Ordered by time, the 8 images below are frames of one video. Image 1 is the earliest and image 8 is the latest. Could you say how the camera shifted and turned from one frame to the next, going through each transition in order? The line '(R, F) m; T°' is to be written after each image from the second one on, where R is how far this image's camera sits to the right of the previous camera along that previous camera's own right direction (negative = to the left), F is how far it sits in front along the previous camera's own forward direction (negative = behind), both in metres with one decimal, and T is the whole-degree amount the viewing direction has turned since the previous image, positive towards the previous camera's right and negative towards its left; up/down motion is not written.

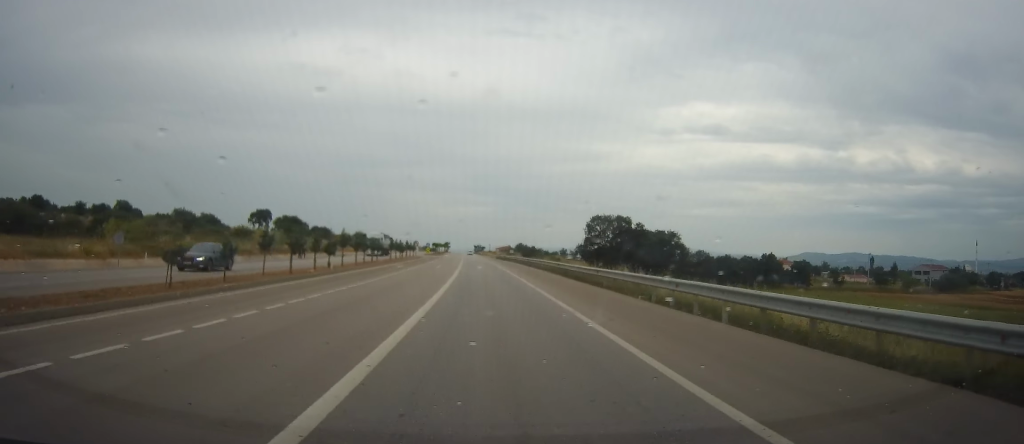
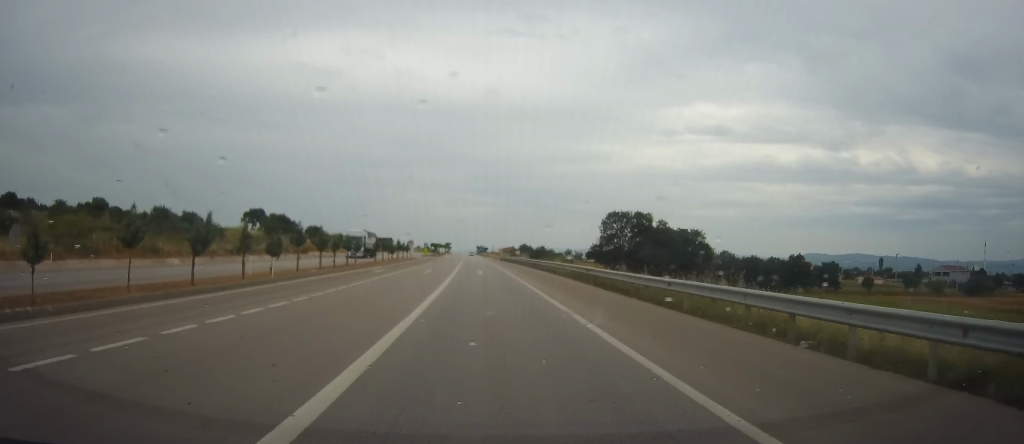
(+0.2, +12.0) m; 0°
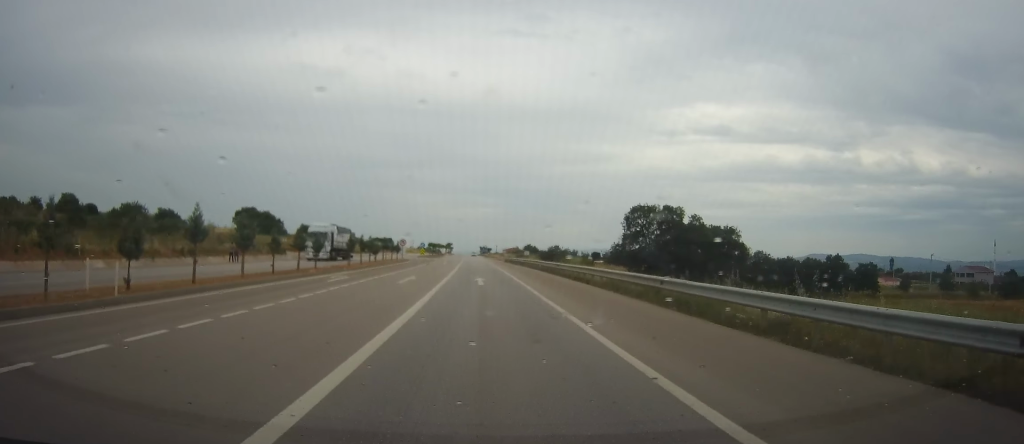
(-0.2, +13.4) m; -1°
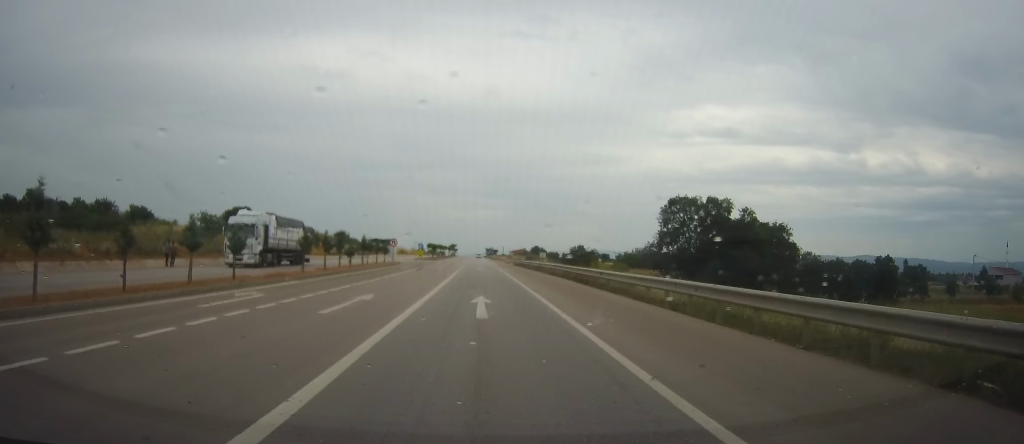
(-0.1, +14.3) m; 0°
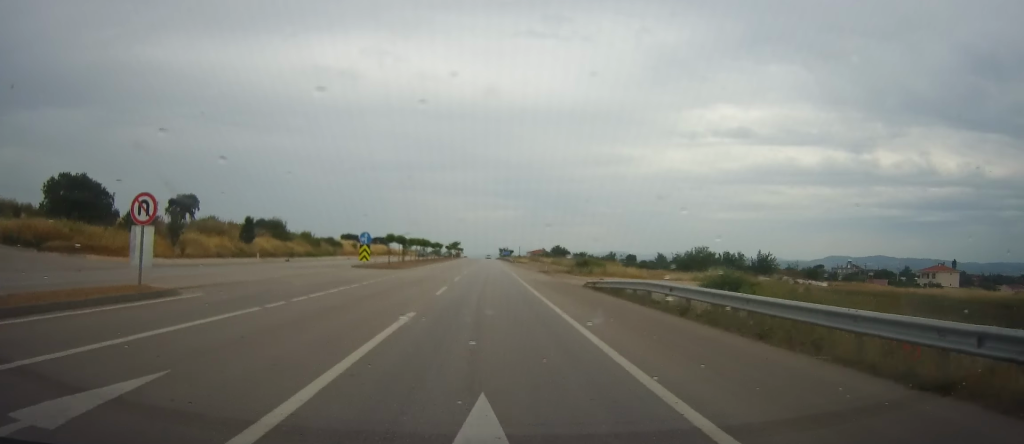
(+0.2, +58.0) m; -1°
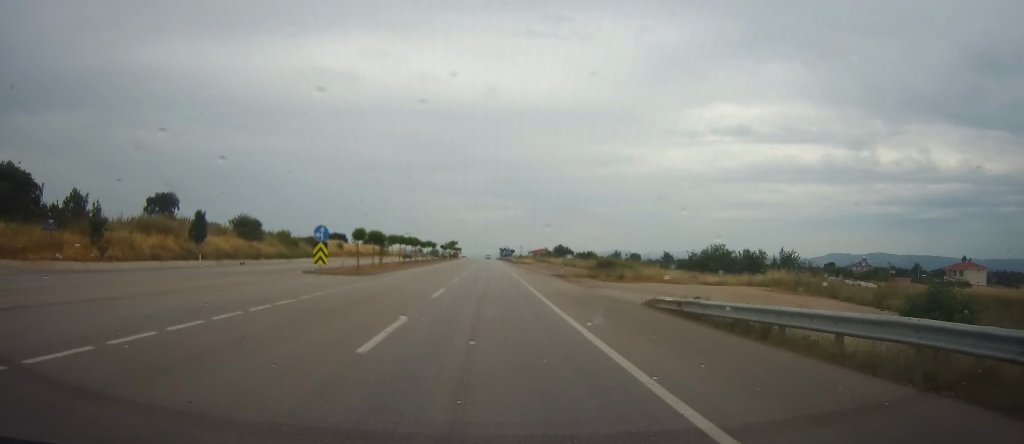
(-0.3, +14.1) m; -1°
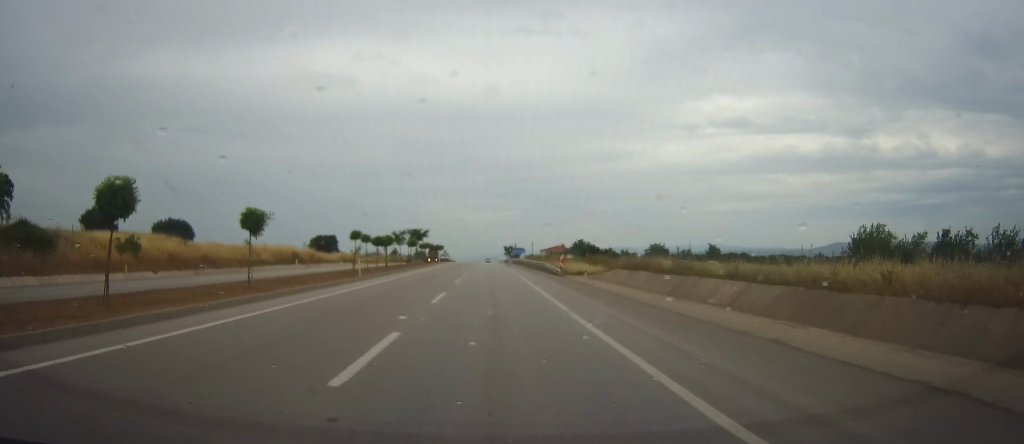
(-0.1, +73.6) m; 0°
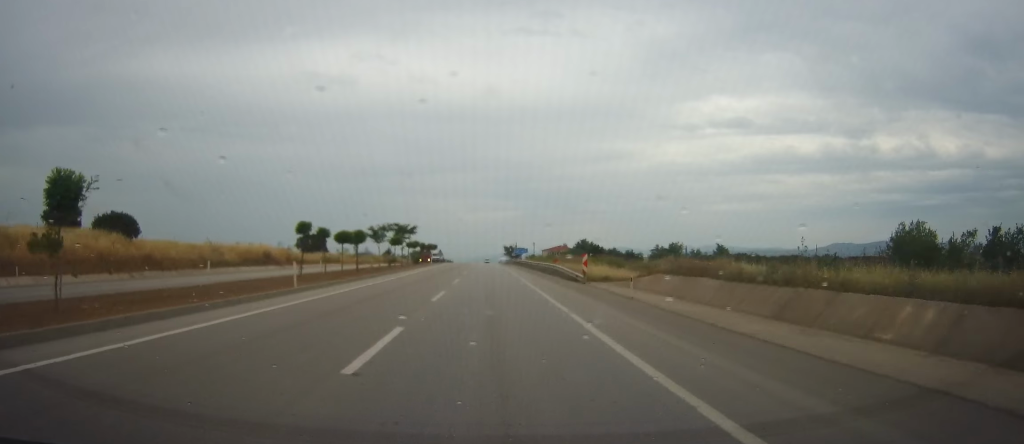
(0.0, +11.3) m; 0°
